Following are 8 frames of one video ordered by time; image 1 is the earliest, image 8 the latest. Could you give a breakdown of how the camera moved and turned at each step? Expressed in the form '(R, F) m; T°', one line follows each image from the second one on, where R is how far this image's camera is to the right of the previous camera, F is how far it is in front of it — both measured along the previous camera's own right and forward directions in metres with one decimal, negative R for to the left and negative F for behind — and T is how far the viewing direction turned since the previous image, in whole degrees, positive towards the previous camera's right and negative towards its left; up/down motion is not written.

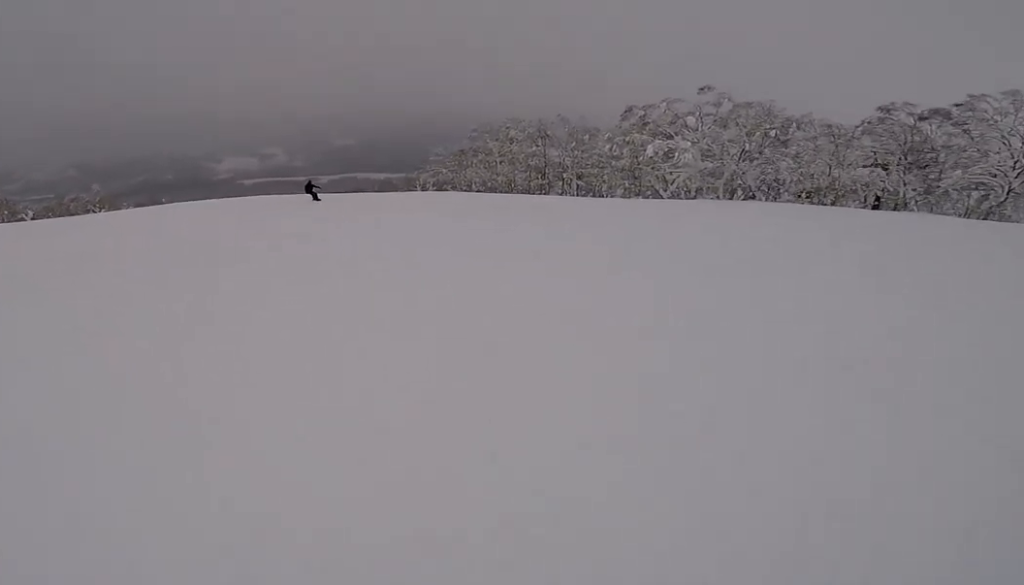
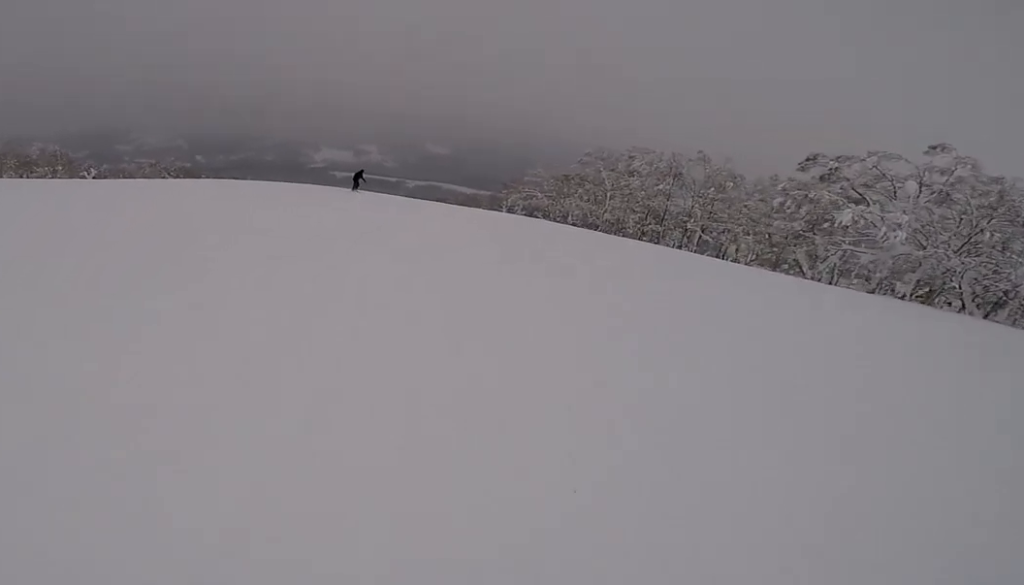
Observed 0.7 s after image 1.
(+0.4, +7.6) m; -6°
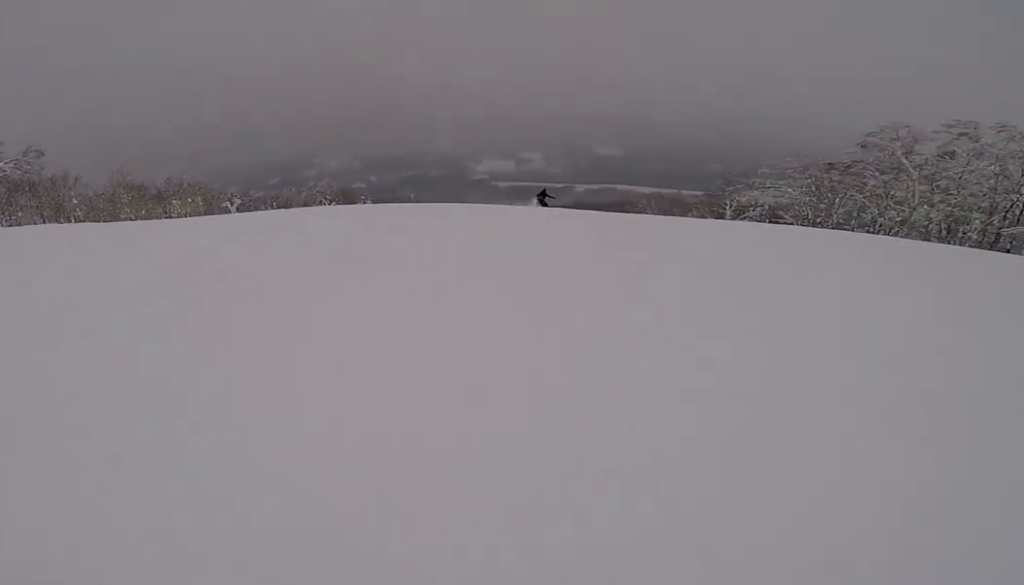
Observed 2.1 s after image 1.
(-2.2, +13.1) m; -5°
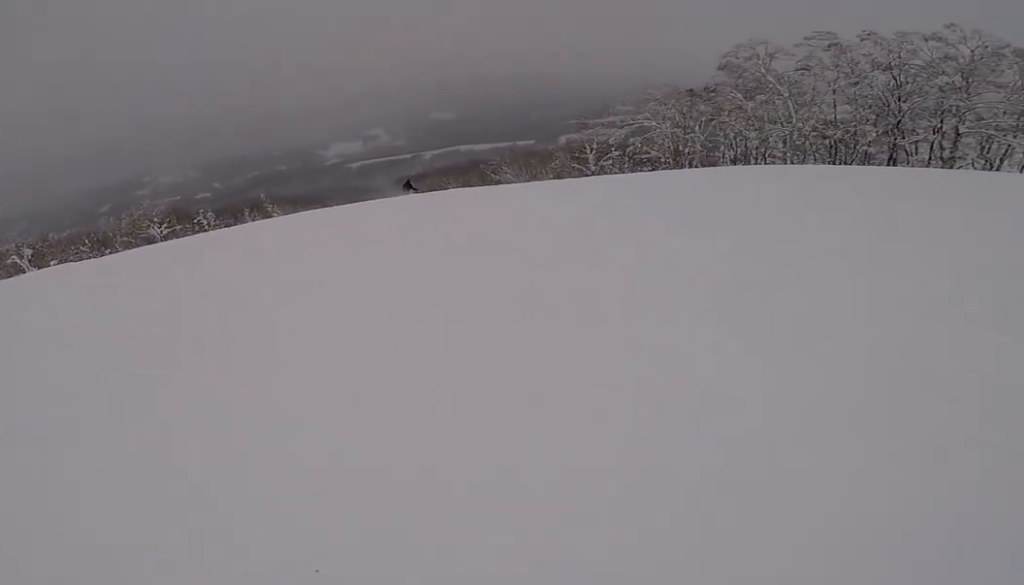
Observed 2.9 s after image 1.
(+0.4, +8.0) m; +3°
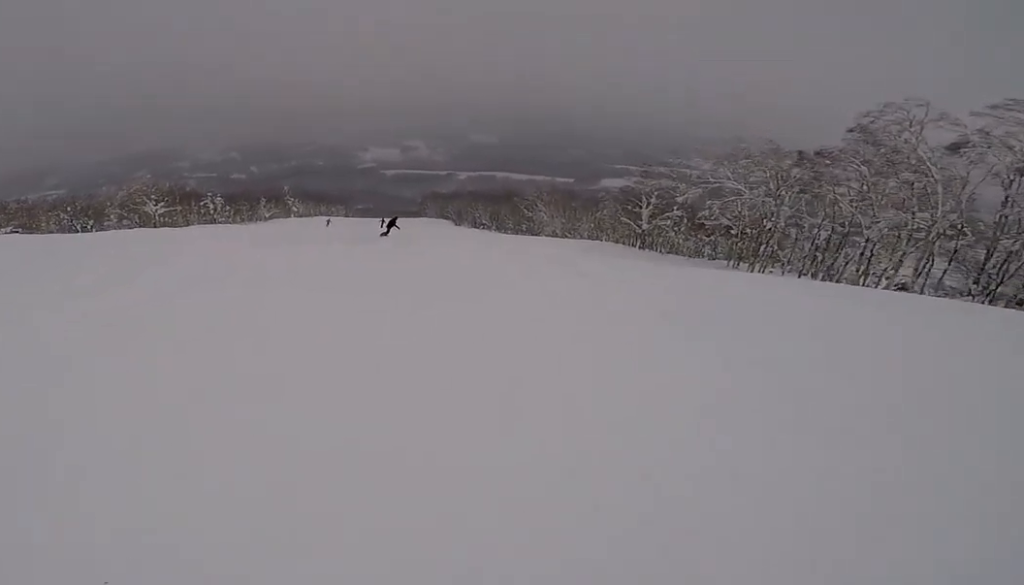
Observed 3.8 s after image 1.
(0.0, +8.2) m; -1°
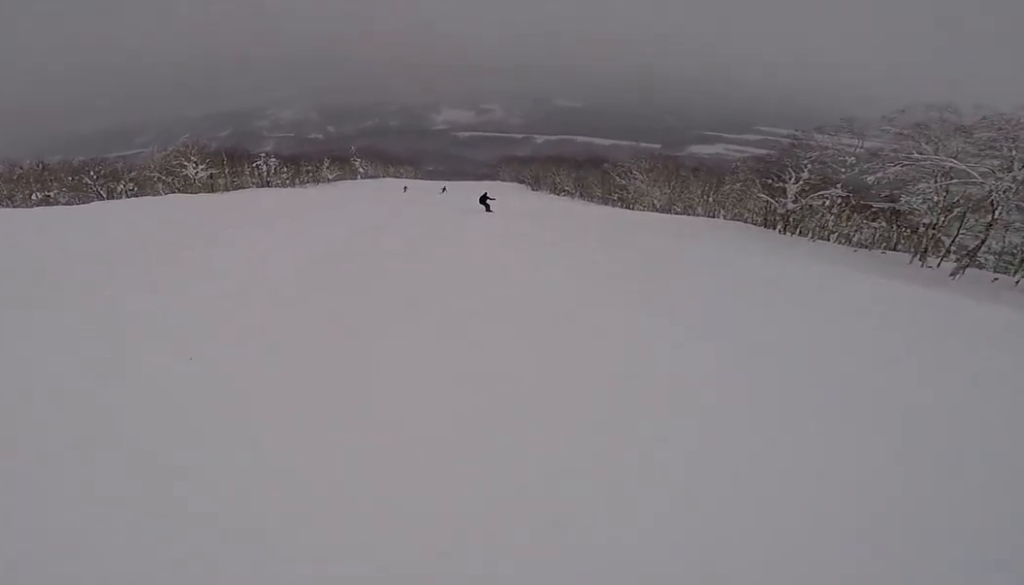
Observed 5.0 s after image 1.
(-0.1, +11.0) m; +1°
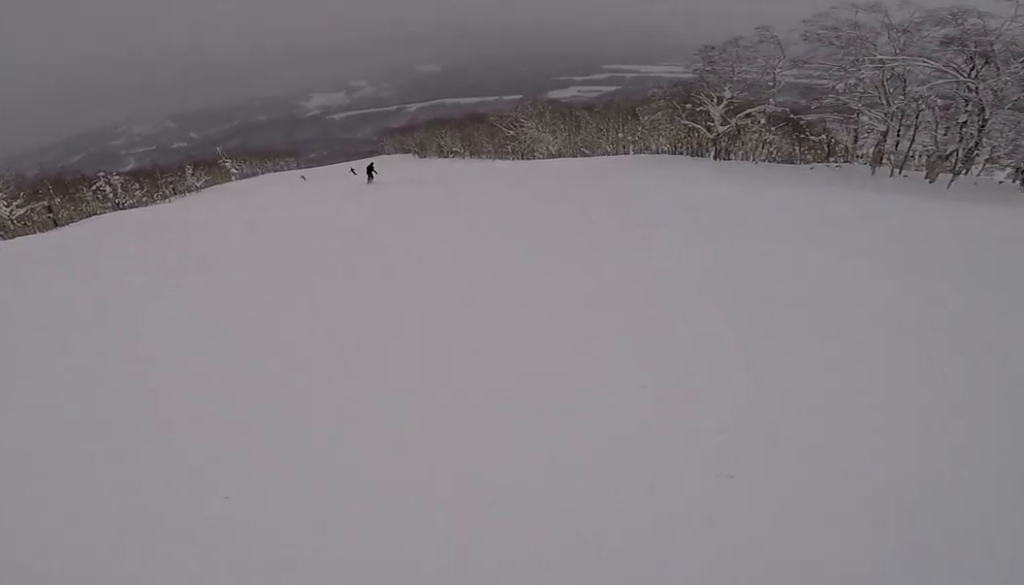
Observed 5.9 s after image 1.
(+0.2, +9.1) m; -2°
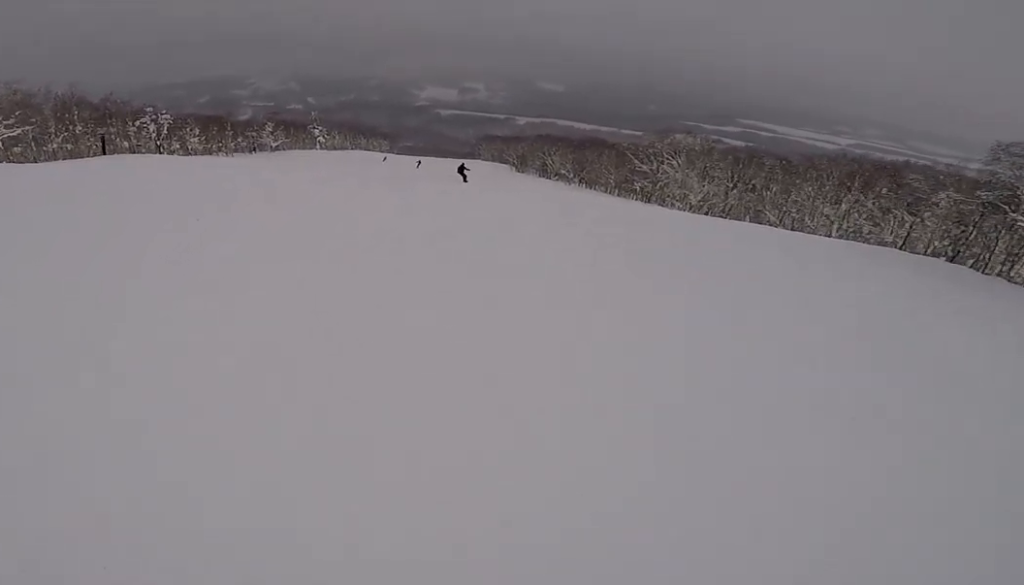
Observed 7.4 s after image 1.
(-1.6, +15.6) m; -2°
